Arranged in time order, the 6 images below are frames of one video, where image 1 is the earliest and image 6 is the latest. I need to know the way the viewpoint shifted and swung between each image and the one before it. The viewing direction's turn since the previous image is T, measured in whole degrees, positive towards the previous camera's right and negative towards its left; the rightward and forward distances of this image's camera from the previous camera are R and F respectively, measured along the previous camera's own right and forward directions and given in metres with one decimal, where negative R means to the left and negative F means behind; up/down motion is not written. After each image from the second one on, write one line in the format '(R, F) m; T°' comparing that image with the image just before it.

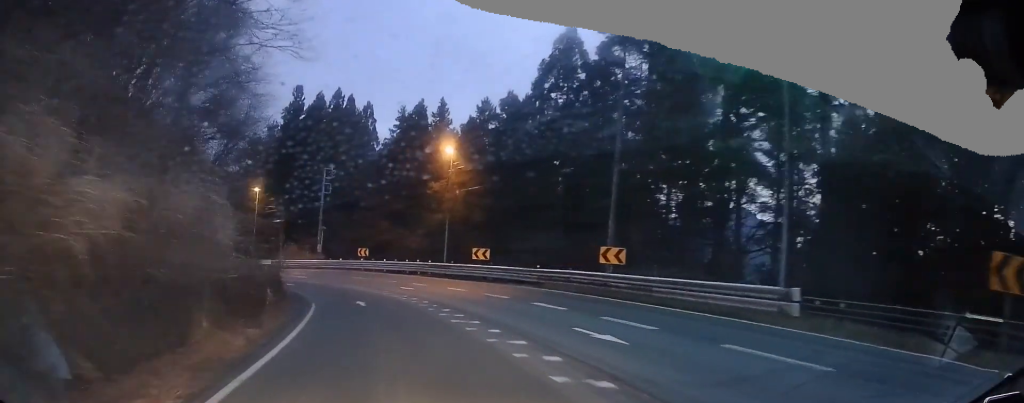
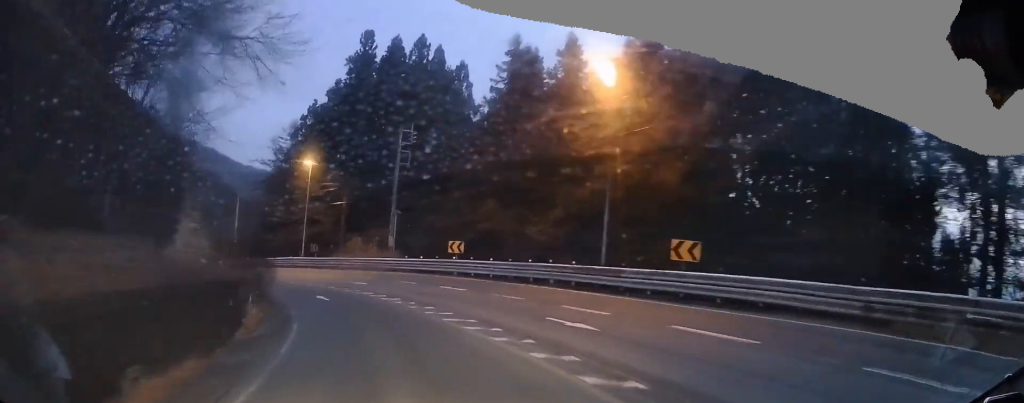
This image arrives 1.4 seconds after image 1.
(-1.9, +22.2) m; -7°
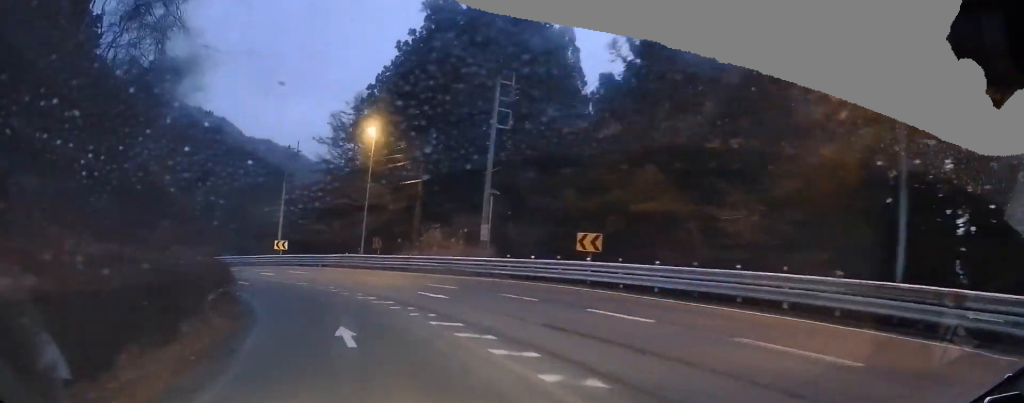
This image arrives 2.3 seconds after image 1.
(-0.4, +15.5) m; -3°
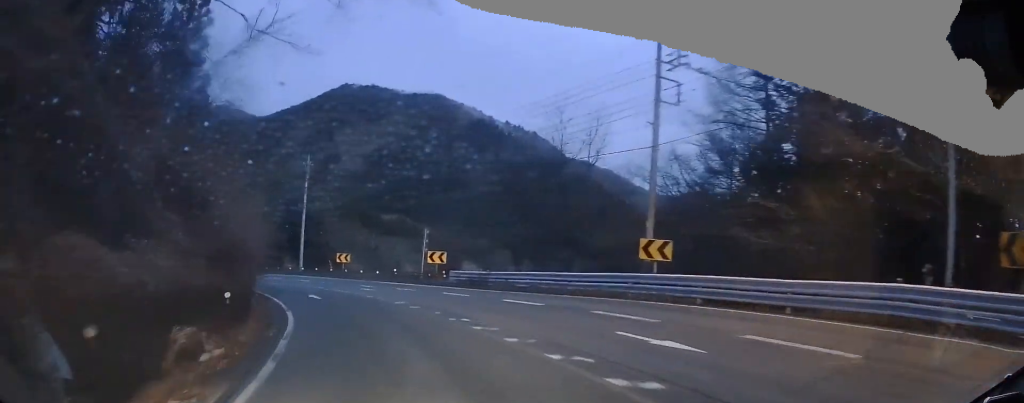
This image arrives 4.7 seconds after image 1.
(-2.7, +35.7) m; -8°
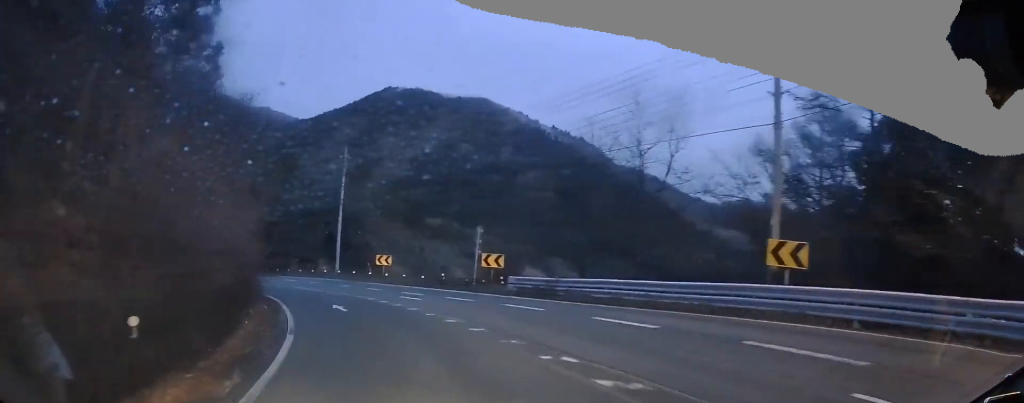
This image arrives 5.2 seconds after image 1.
(-0.1, +6.1) m; -3°
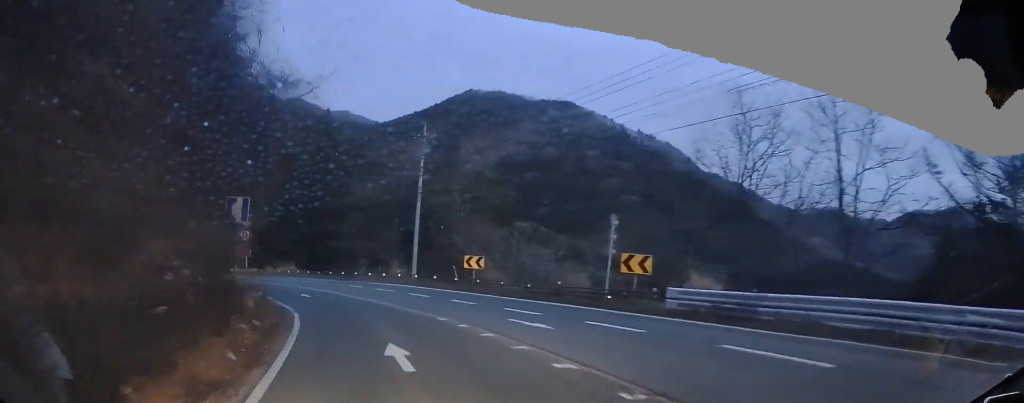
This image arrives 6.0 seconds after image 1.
(0.0, +10.9) m; -8°
